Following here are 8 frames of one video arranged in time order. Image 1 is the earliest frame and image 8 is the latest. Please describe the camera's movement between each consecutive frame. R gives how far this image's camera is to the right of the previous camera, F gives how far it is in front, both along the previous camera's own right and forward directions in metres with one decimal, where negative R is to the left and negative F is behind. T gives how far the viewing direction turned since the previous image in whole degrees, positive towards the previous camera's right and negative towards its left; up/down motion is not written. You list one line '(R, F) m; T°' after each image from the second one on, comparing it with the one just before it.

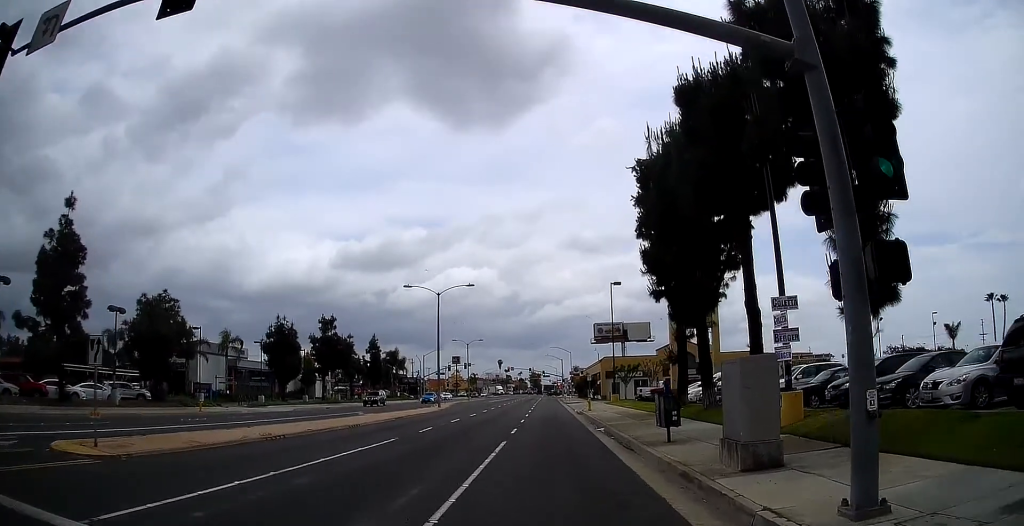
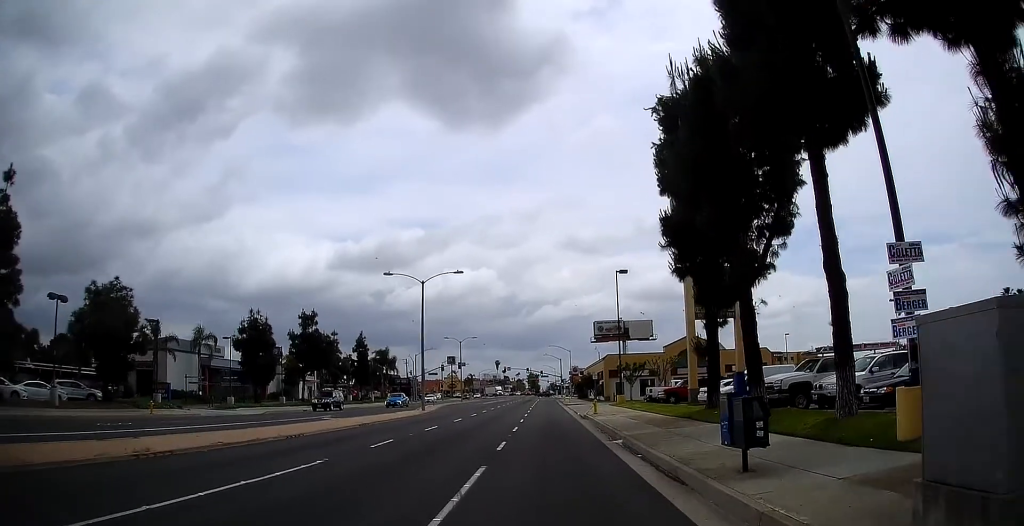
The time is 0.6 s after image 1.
(0.0, +5.2) m; 0°
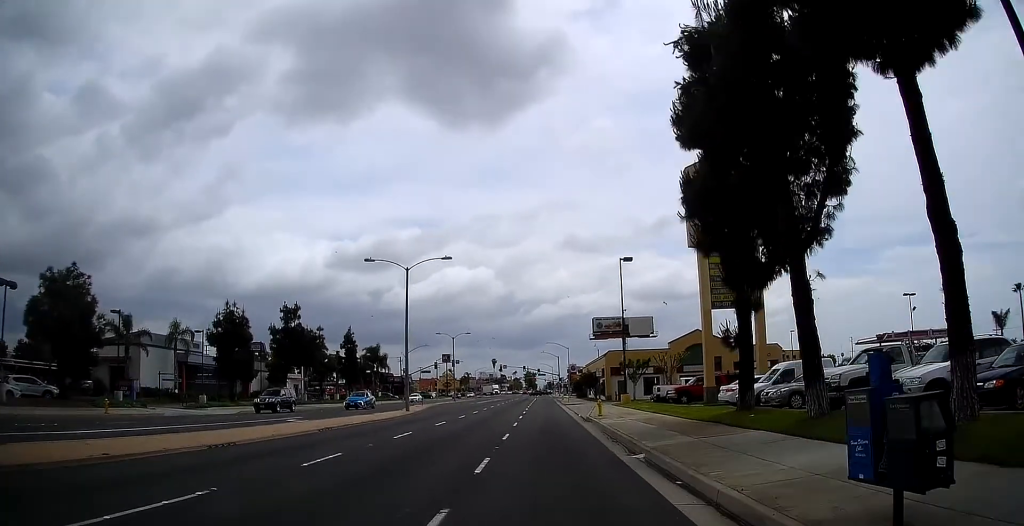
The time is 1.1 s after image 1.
(0.0, +4.3) m; +1°
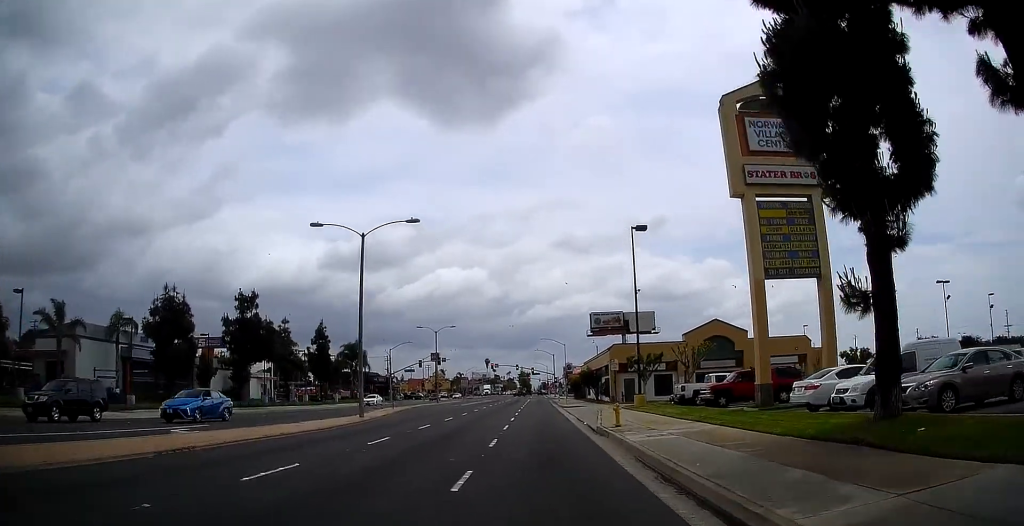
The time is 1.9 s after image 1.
(+0.1, +8.7) m; +2°
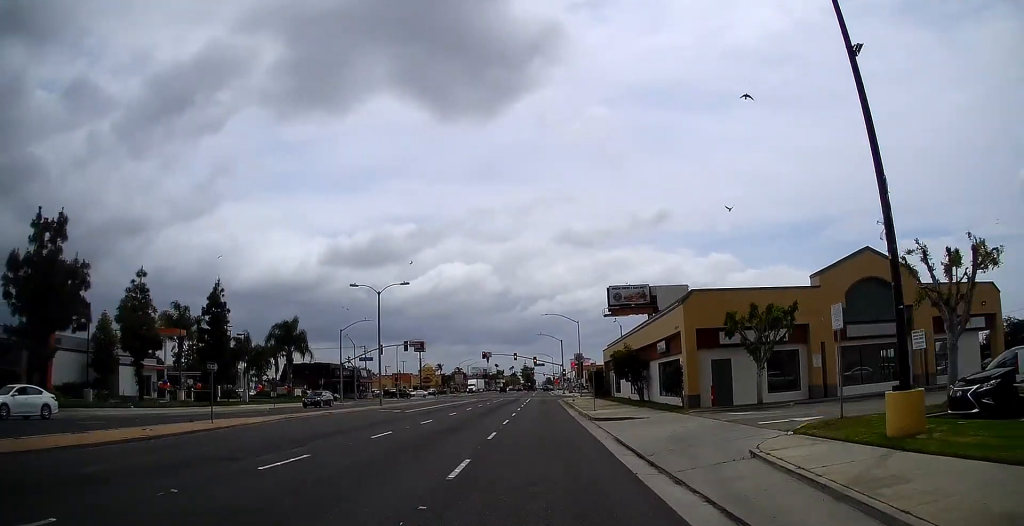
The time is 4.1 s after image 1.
(+0.4, +27.5) m; +1°
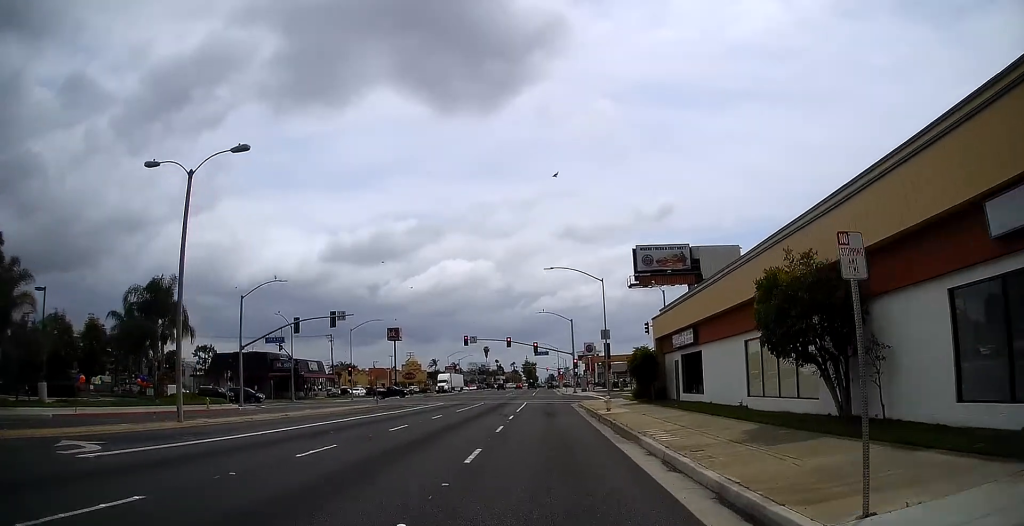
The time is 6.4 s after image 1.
(-1.1, +29.2) m; -4°
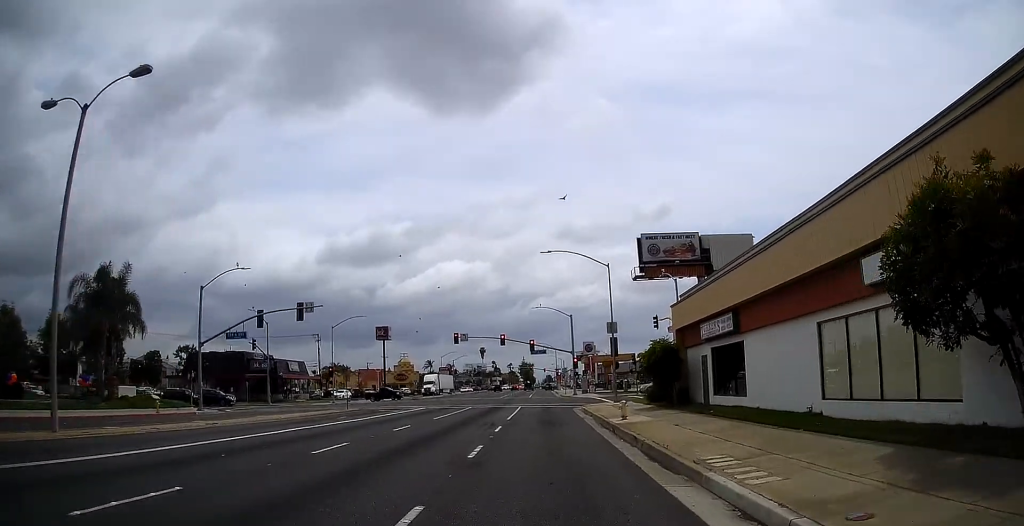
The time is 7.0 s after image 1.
(0.0, +6.8) m; +1°
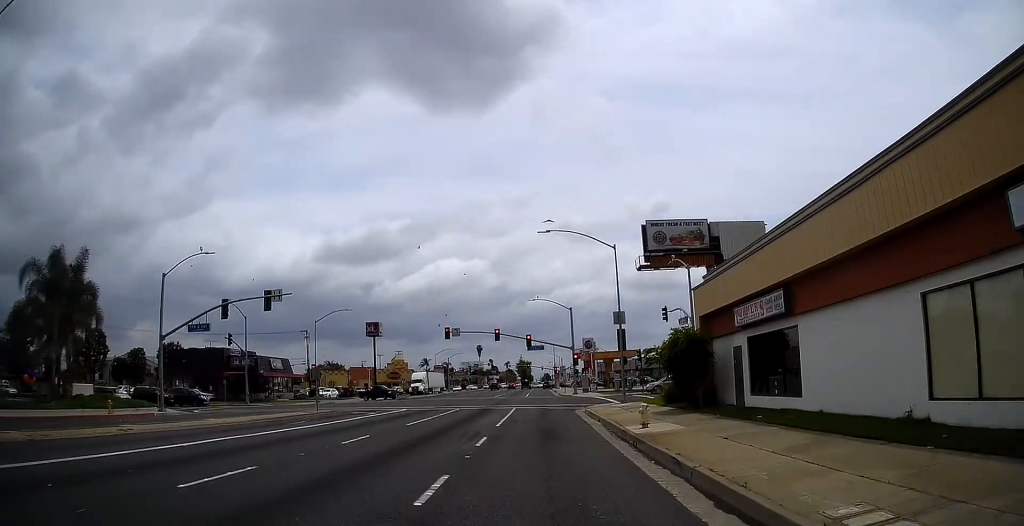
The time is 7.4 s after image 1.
(+0.1, +5.4) m; +1°
